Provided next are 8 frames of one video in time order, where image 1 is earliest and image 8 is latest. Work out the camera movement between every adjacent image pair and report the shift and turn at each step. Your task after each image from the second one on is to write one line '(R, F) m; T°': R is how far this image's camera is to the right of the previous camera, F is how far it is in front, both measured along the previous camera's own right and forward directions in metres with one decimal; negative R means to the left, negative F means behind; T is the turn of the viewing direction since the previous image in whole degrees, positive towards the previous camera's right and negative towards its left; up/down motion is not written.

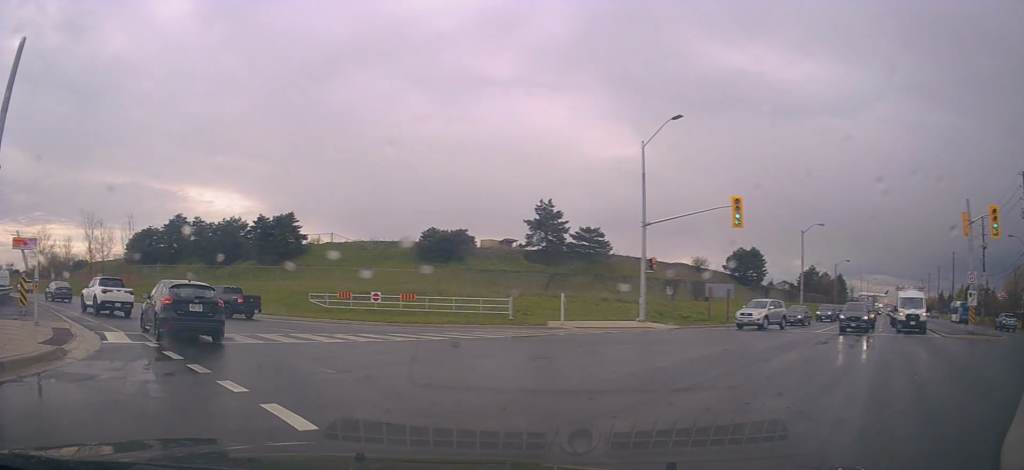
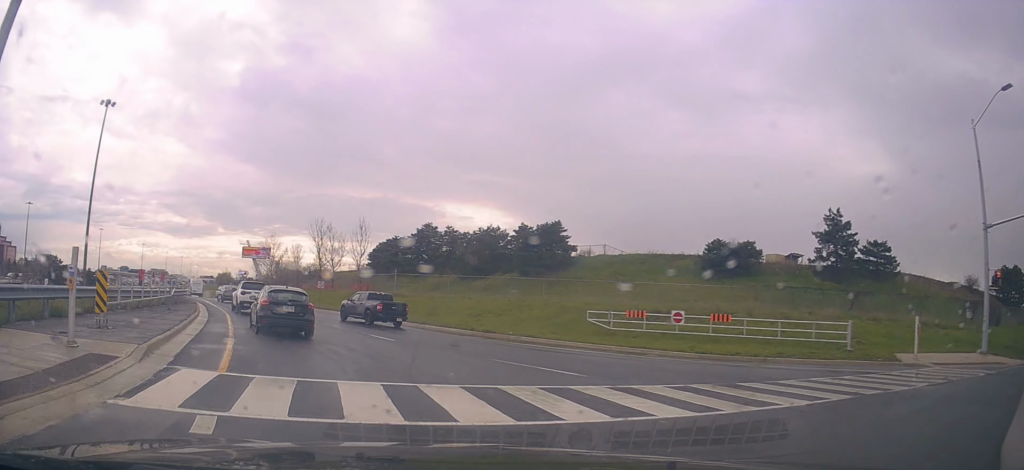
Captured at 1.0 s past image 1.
(-1.9, +8.4) m; -19°
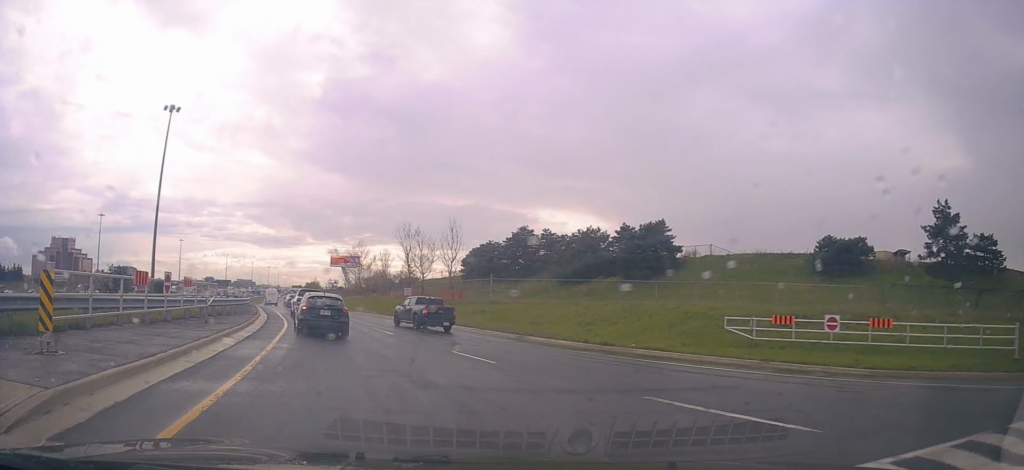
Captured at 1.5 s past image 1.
(-0.3, +5.1) m; -7°
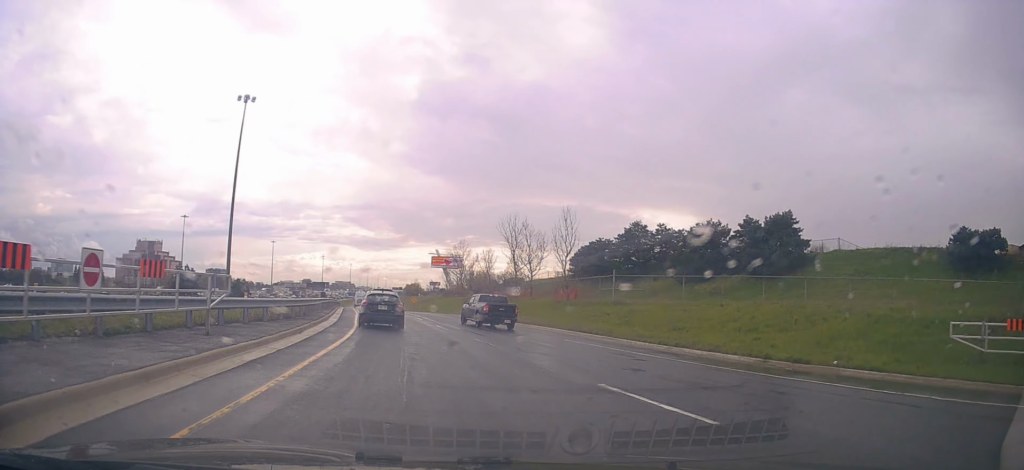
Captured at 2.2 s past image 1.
(-0.6, +7.3) m; -8°
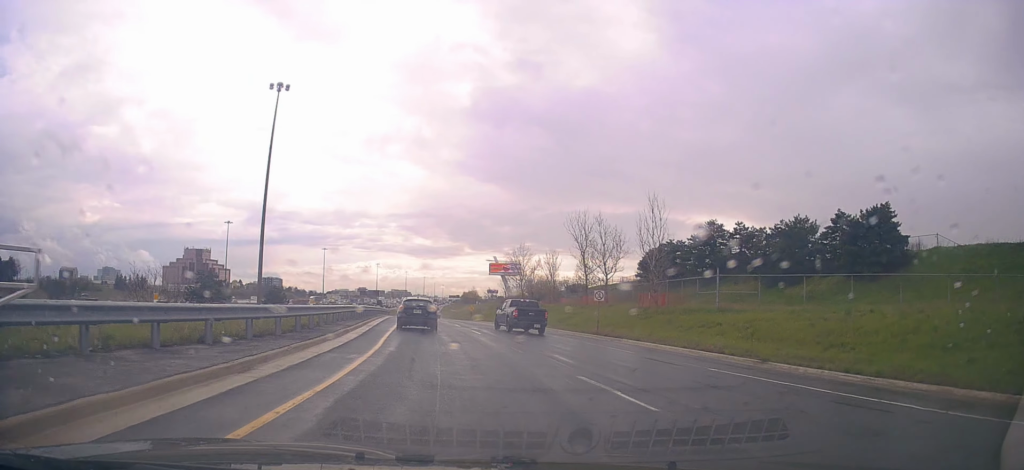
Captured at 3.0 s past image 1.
(-0.6, +8.8) m; -7°
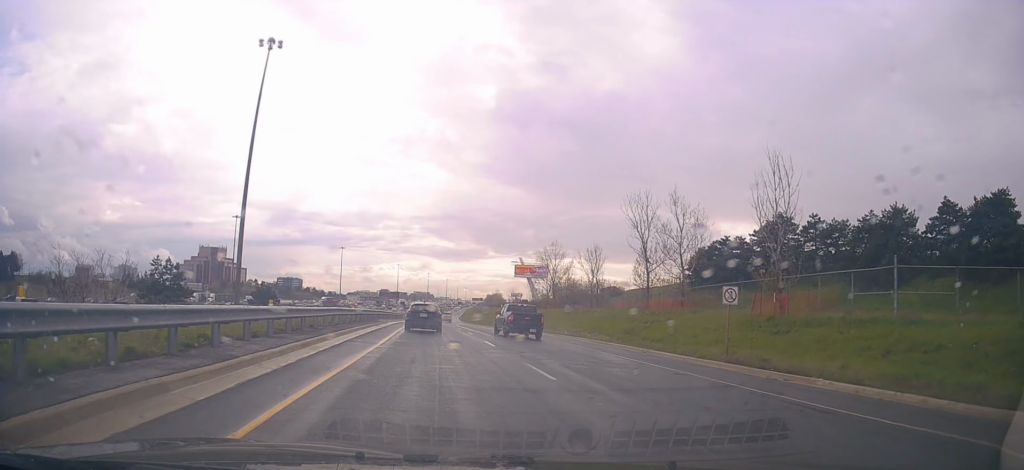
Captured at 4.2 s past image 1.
(-0.8, +14.8) m; -4°
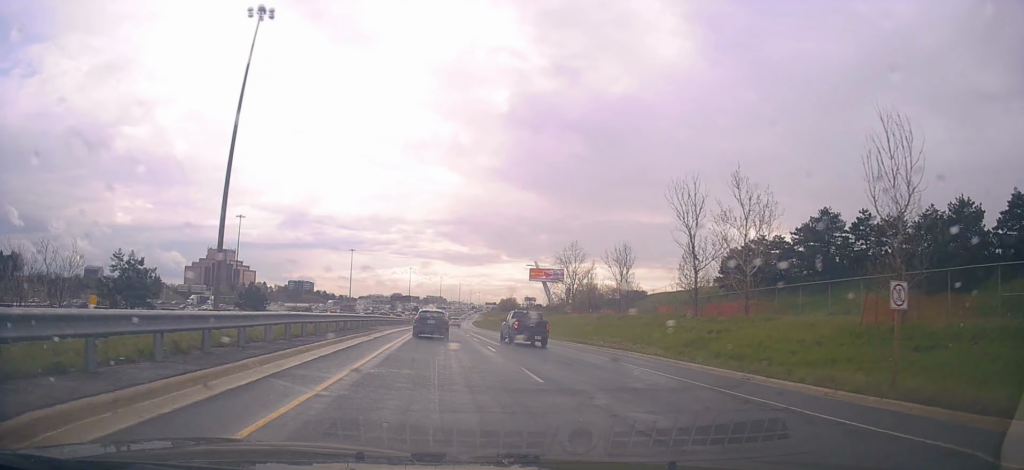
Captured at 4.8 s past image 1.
(0.0, +8.2) m; -1°
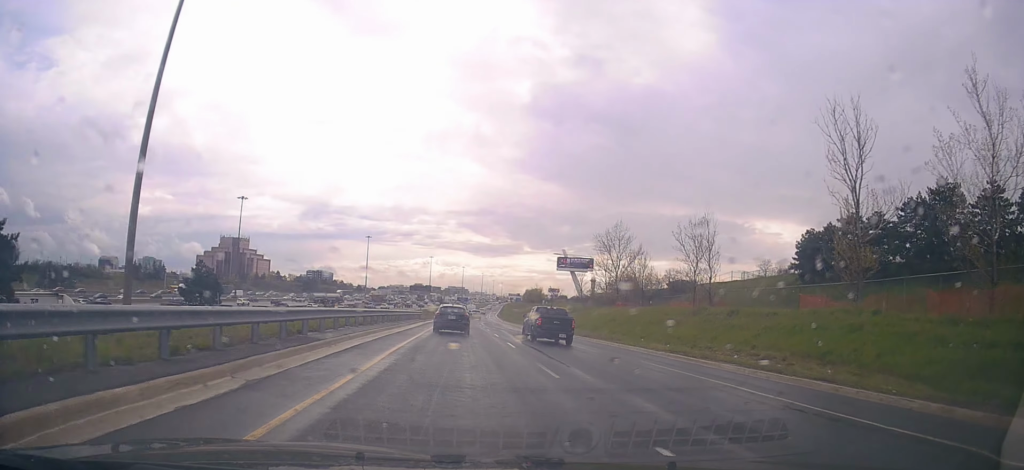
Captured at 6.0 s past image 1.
(-0.2, +17.8) m; +1°
